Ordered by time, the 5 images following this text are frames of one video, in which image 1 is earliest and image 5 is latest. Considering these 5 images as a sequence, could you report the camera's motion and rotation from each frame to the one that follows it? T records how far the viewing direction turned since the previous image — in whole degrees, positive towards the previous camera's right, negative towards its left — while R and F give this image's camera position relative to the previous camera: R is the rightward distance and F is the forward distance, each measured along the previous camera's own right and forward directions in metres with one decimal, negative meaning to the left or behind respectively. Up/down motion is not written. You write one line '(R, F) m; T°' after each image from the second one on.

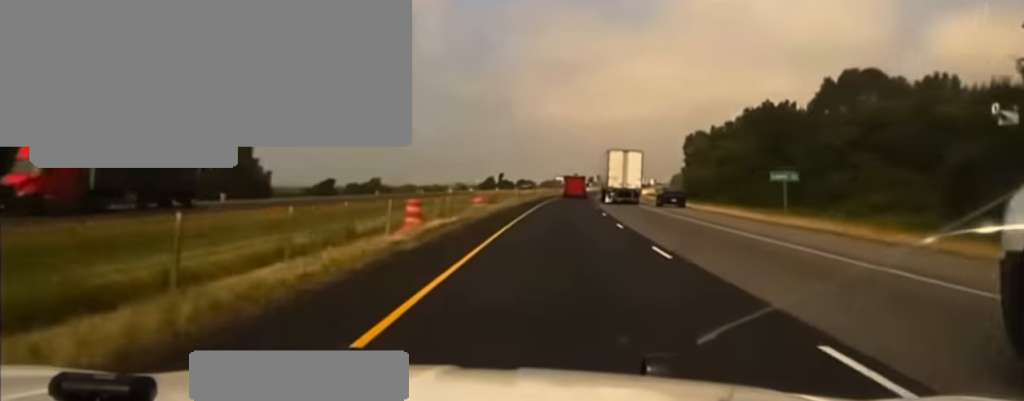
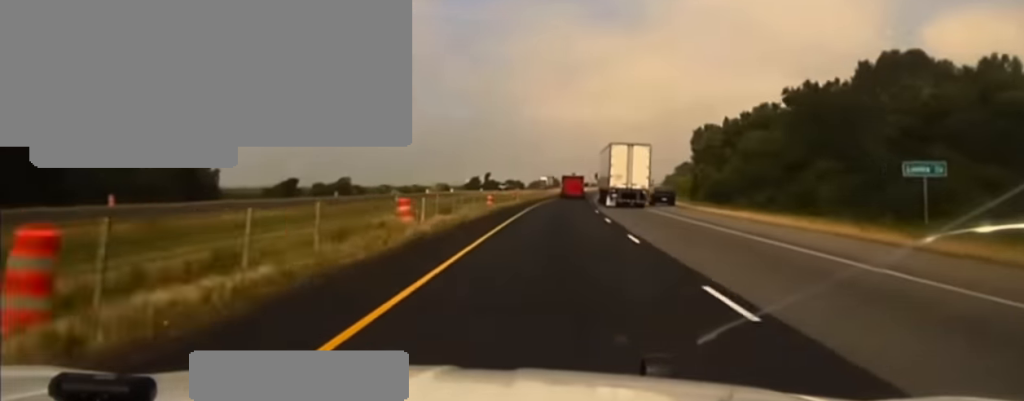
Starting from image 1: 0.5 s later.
(+0.2, +20.3) m; +2°
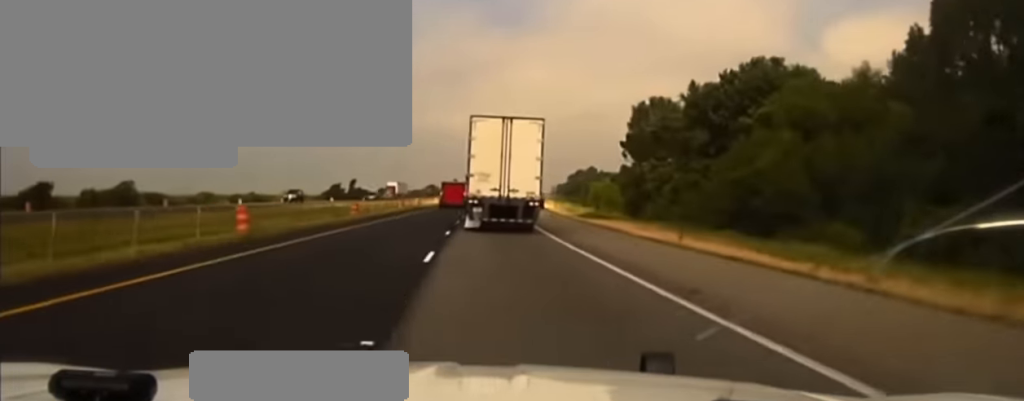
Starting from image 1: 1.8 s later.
(+2.3, +54.5) m; +2°
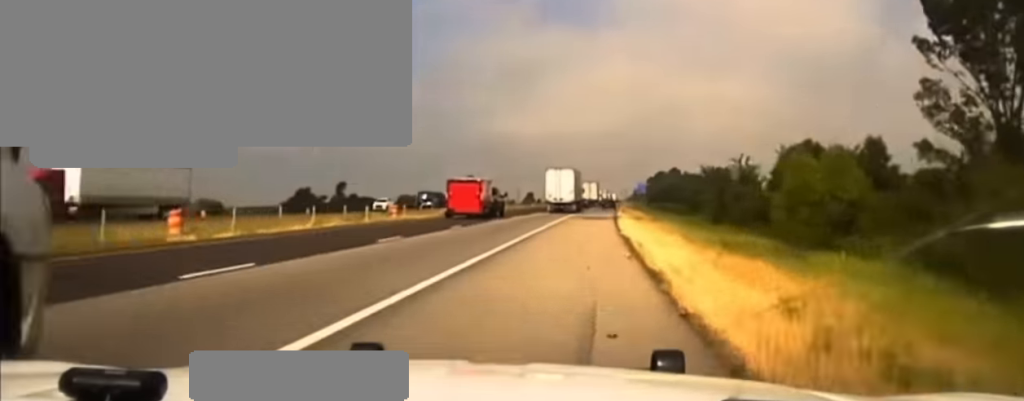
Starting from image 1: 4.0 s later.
(-1.4, +91.5) m; -1°
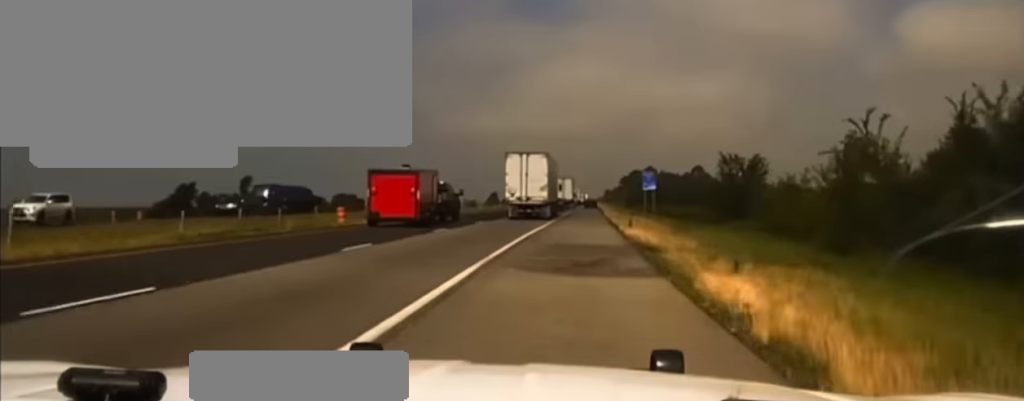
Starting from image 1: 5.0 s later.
(+0.5, +42.1) m; +1°
